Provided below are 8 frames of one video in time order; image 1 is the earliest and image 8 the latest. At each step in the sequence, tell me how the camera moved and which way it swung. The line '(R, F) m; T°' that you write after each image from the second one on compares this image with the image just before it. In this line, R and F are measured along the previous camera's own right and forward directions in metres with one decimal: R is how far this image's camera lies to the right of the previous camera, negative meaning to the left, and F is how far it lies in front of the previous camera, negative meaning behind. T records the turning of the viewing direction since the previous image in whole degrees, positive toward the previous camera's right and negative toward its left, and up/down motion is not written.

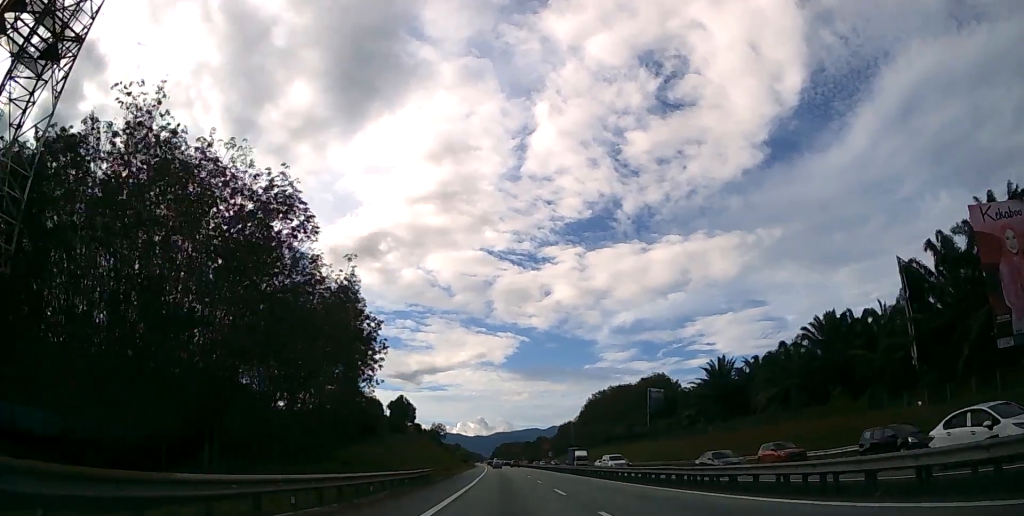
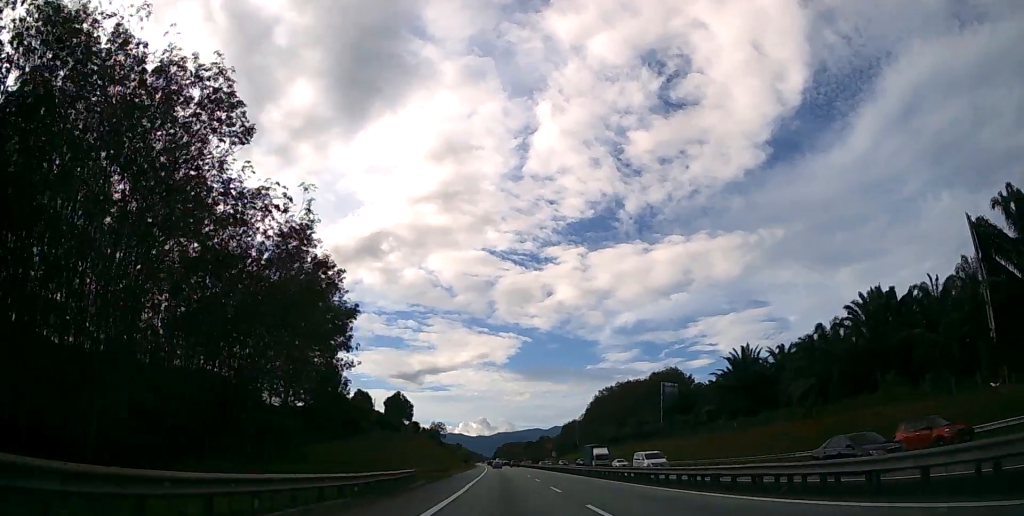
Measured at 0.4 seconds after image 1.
(0.0, +9.4) m; 0°
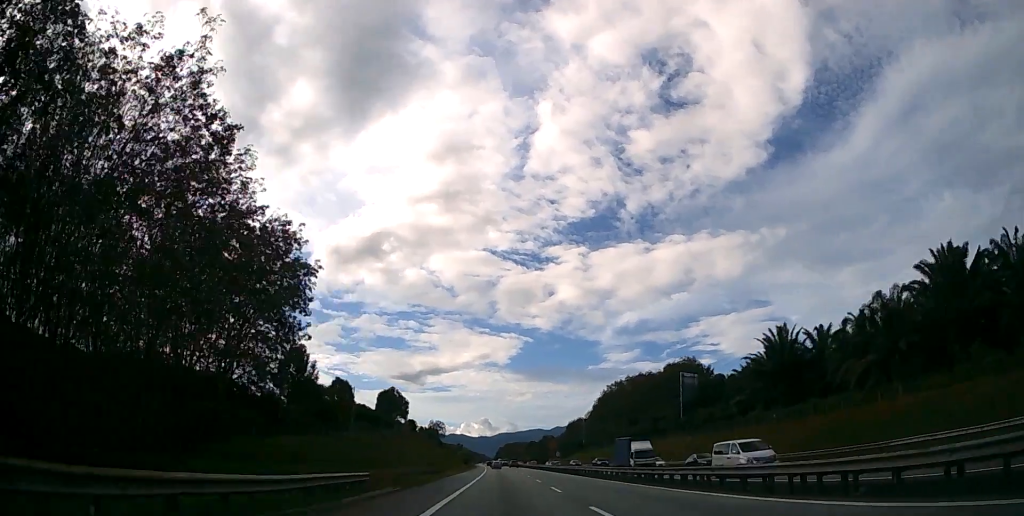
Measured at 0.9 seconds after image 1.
(0.0, +12.3) m; 0°
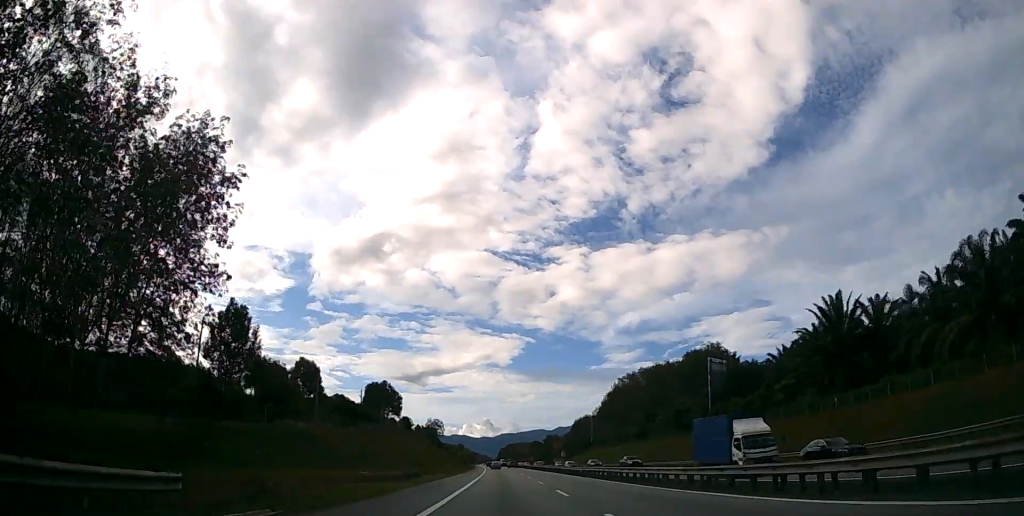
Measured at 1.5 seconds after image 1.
(0.0, +14.3) m; 0°
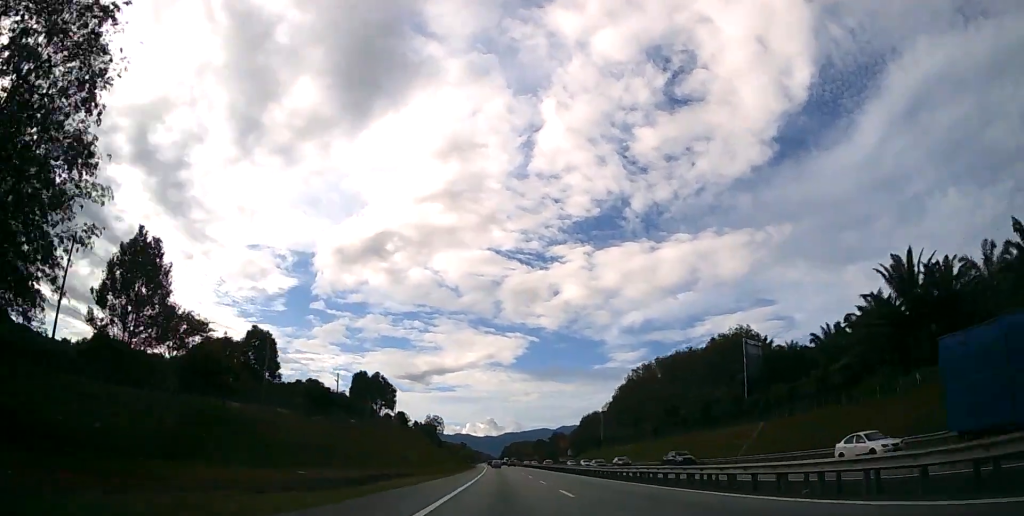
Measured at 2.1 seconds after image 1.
(0.0, +13.4) m; 0°
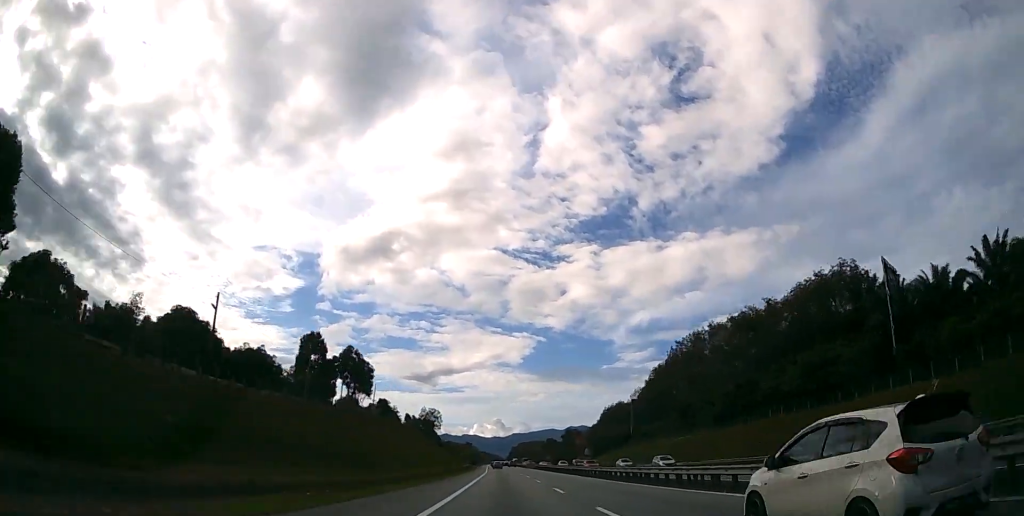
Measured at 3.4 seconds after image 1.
(-0.2, +32.5) m; -1°
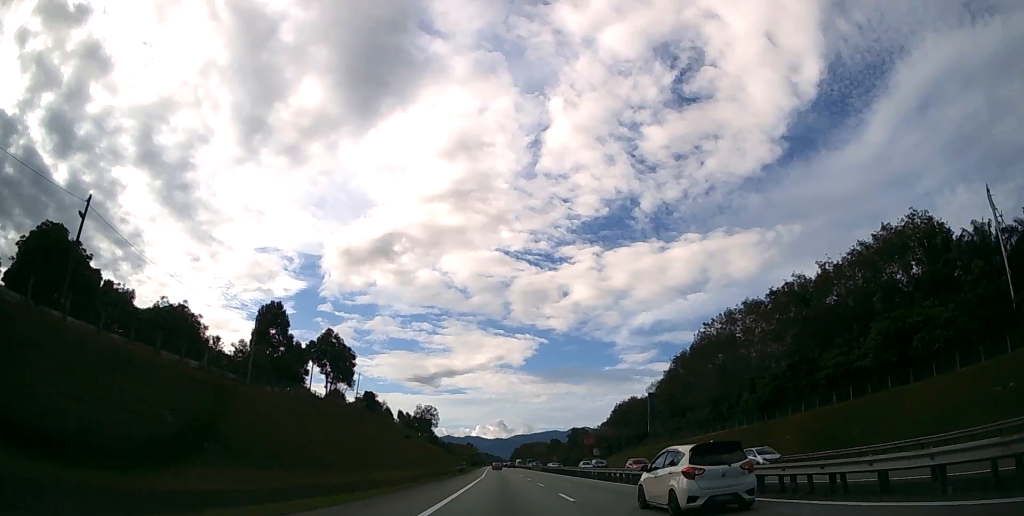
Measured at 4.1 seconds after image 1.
(0.0, +15.3) m; 0°
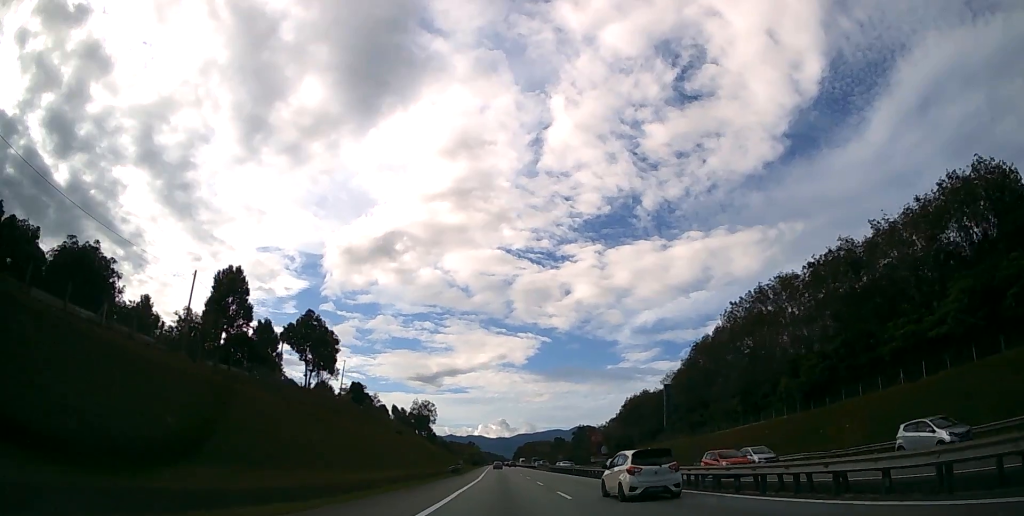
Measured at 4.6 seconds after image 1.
(-0.1, +11.6) m; 0°
